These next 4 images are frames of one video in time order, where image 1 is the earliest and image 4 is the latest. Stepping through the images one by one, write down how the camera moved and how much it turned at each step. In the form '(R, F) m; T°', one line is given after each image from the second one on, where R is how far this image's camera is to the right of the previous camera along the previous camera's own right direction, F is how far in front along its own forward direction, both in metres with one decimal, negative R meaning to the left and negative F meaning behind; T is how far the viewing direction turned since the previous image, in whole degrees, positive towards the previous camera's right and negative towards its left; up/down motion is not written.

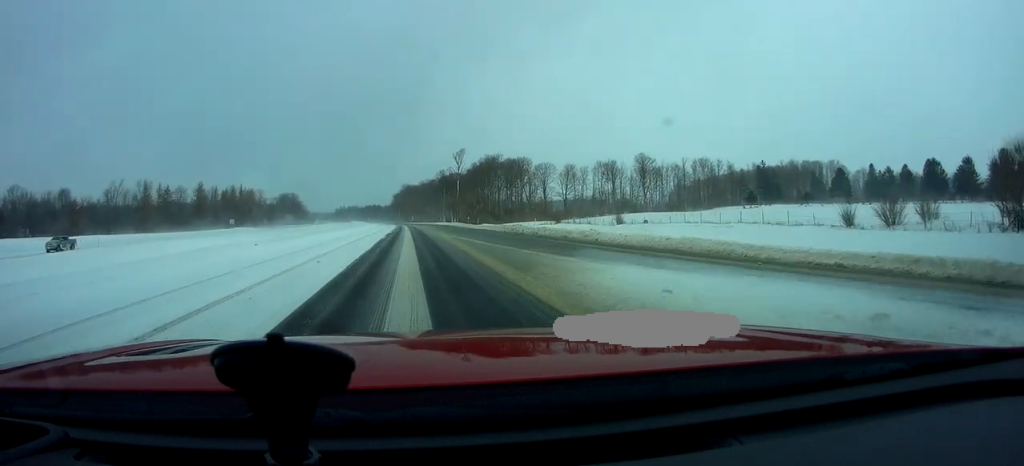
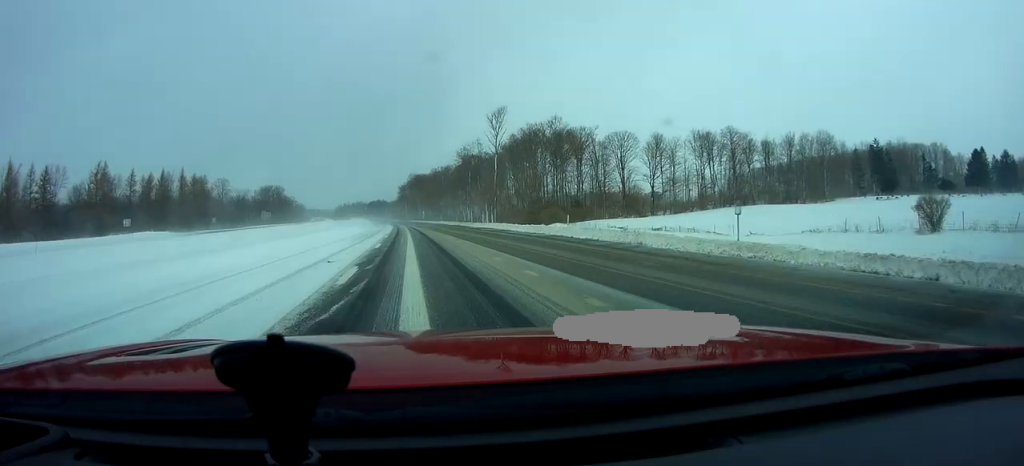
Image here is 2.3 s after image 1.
(+0.5, +72.2) m; 0°
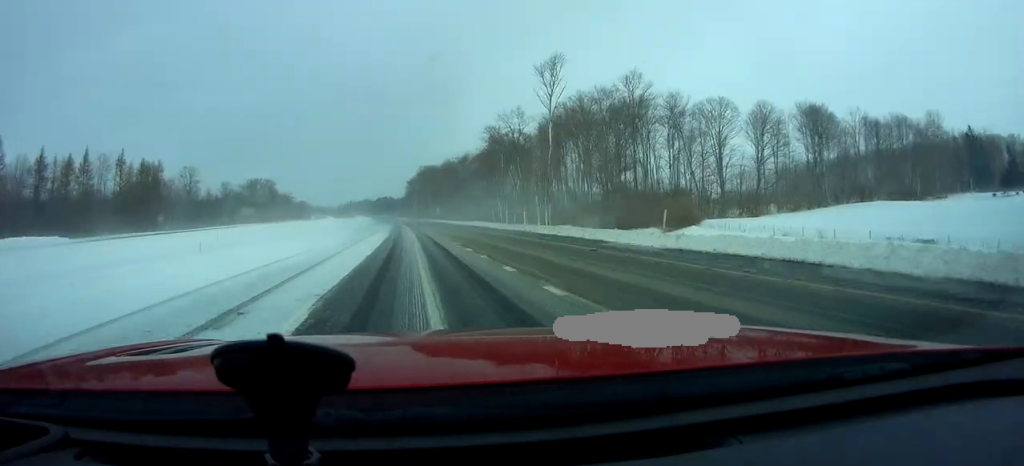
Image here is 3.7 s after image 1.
(-0.6, +43.5) m; -1°
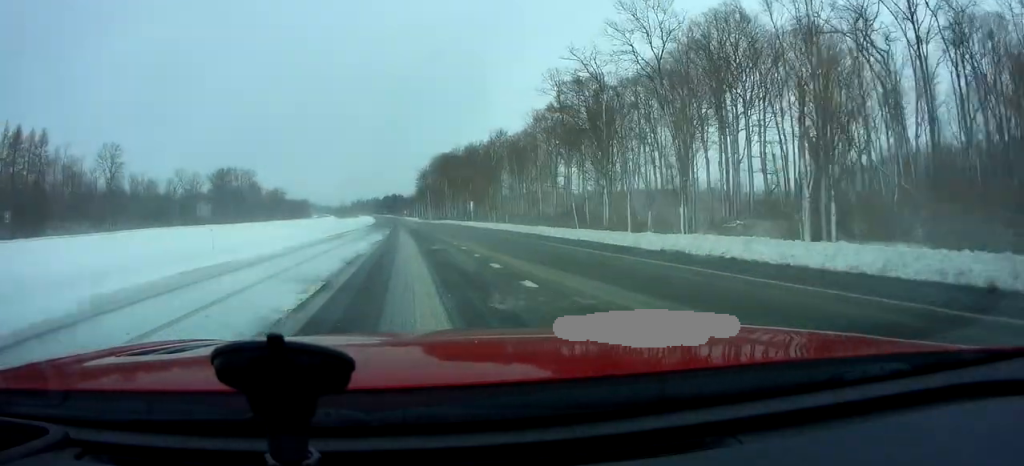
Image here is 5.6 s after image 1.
(0.0, +58.4) m; -1°
